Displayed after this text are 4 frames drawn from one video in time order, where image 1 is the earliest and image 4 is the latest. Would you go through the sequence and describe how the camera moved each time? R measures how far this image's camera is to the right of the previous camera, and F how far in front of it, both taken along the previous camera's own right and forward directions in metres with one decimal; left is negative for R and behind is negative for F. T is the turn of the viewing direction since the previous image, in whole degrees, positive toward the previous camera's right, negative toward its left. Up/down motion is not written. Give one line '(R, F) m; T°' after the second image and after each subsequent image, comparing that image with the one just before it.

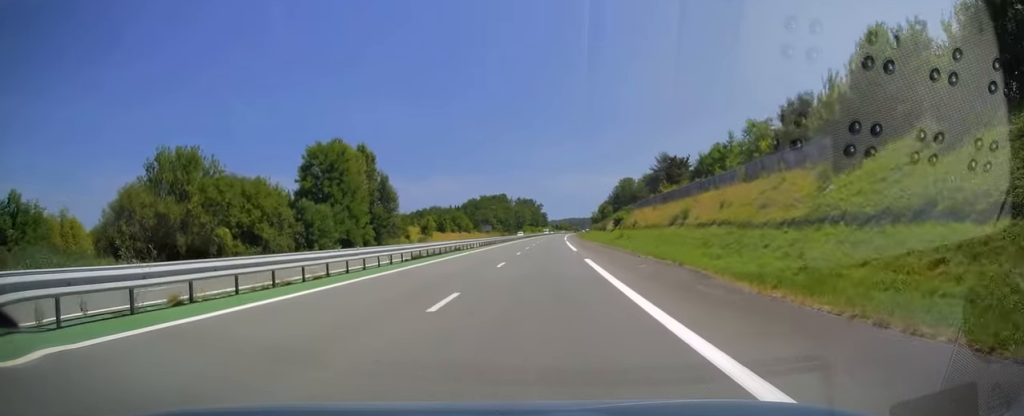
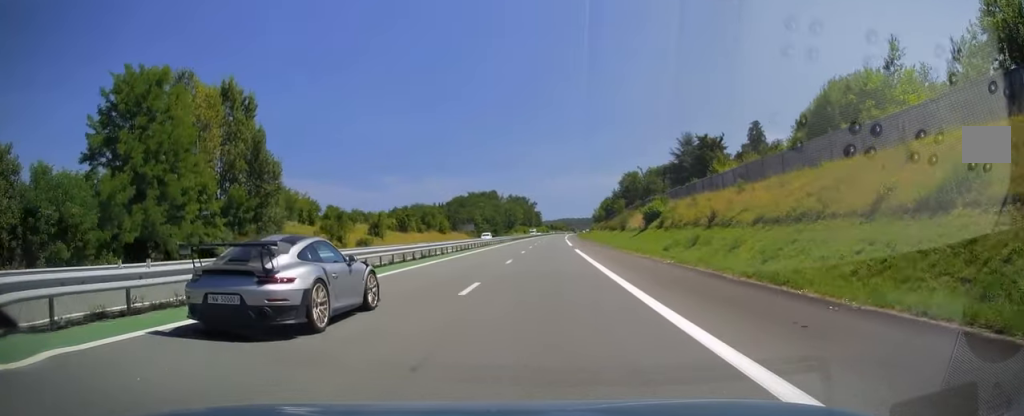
(0.0, +36.2) m; +1°
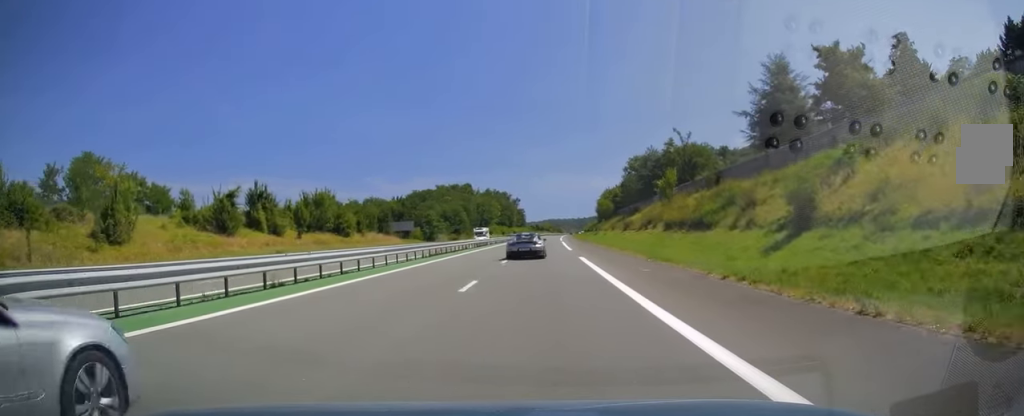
(+1.1, +64.1) m; +1°
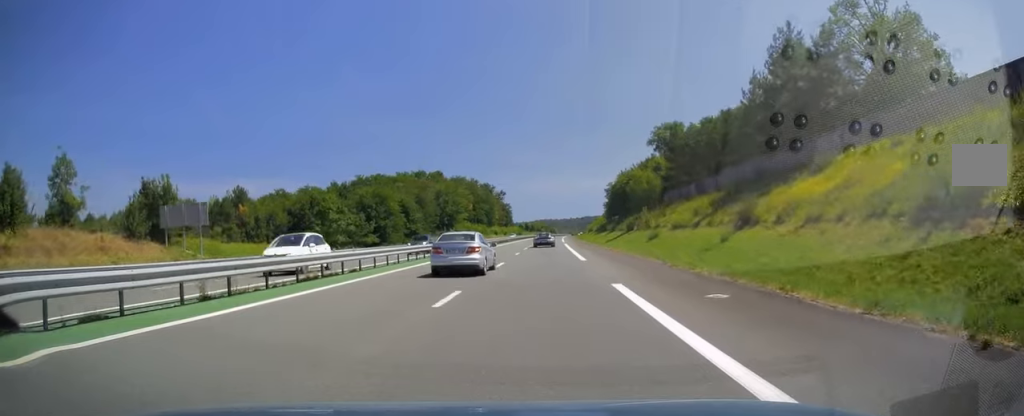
(+0.4, +67.6) m; +1°
